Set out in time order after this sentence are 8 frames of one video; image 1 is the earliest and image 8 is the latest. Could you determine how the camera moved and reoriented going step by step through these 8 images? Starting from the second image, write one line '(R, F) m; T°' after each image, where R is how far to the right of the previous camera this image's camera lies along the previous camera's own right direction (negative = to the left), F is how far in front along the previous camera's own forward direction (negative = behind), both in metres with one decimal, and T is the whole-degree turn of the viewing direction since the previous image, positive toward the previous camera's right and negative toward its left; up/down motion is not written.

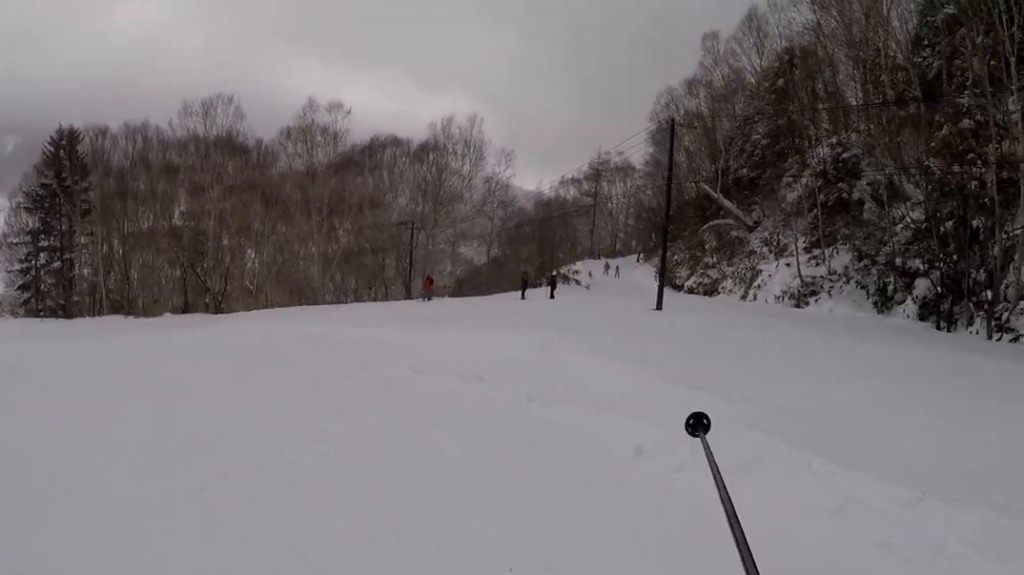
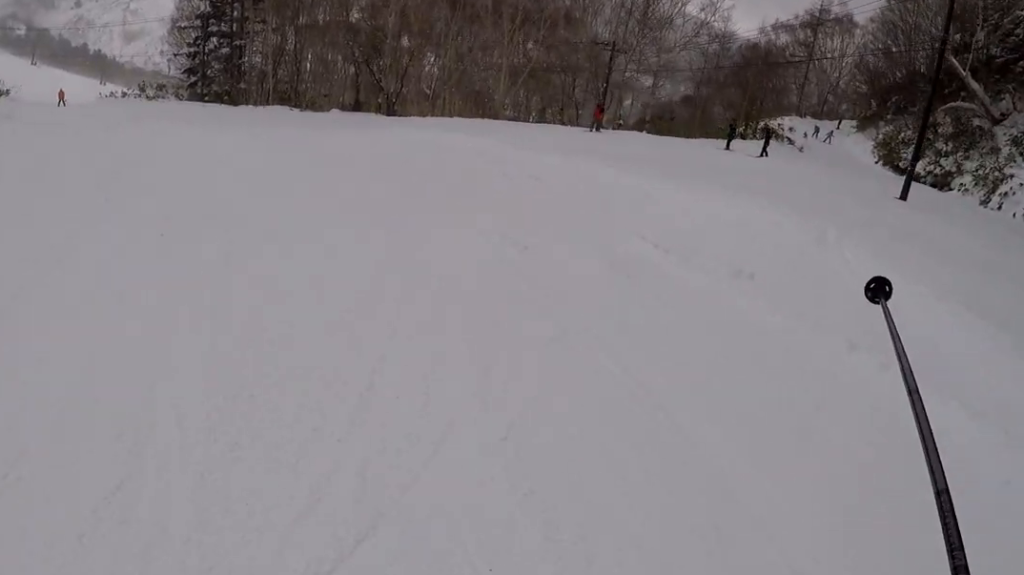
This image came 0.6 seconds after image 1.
(-0.1, +3.5) m; -12°
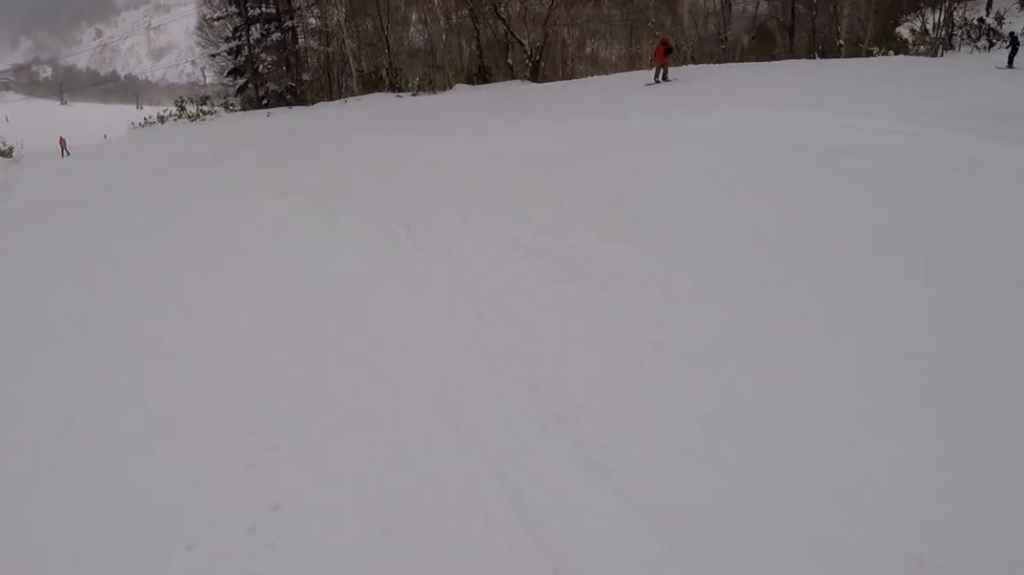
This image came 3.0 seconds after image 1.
(-1.5, +14.4) m; 0°
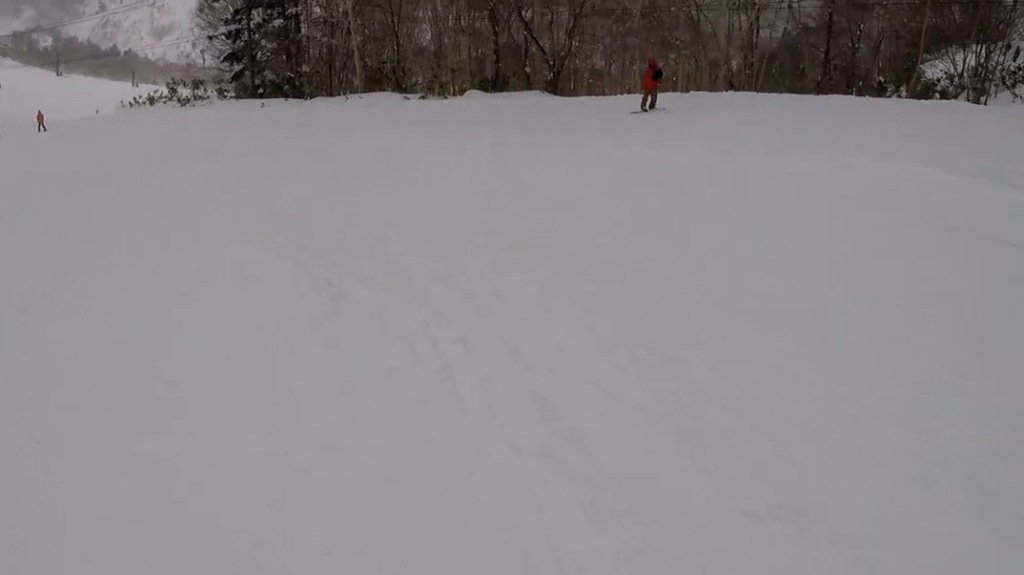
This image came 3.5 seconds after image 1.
(+0.5, +3.1) m; -1°
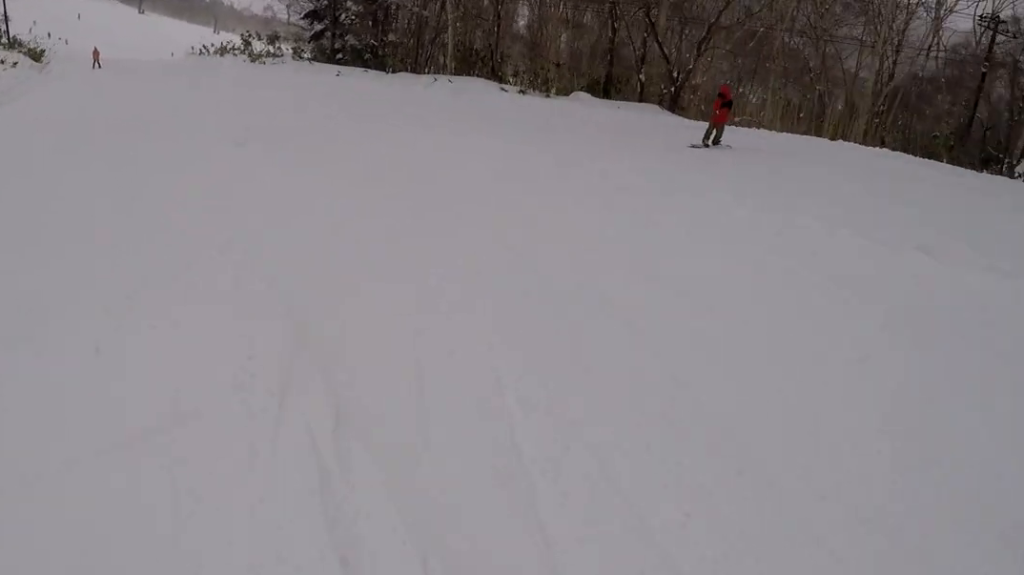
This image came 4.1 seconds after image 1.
(-0.3, +3.8) m; -6°
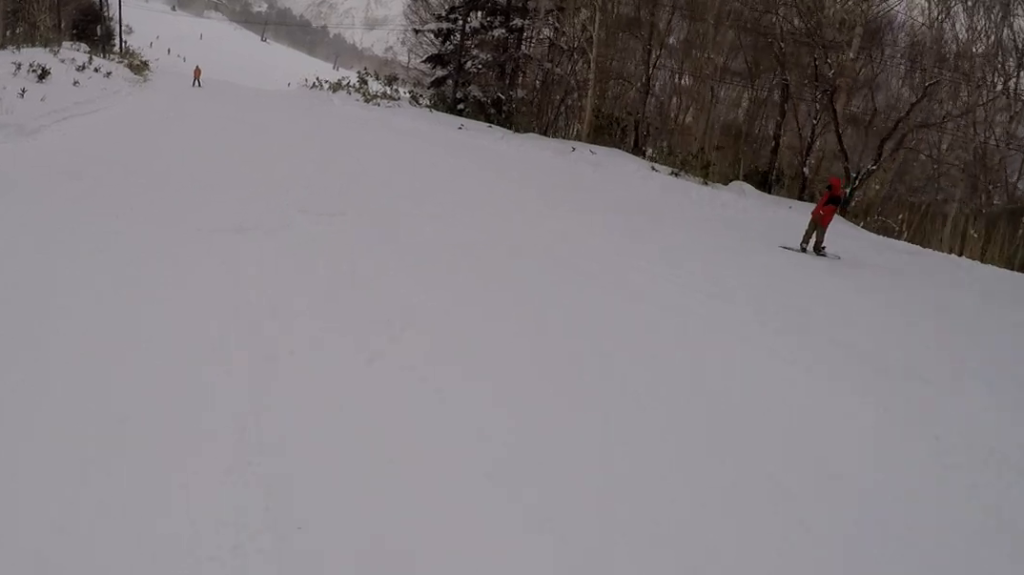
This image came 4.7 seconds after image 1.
(-0.3, +4.1) m; -9°
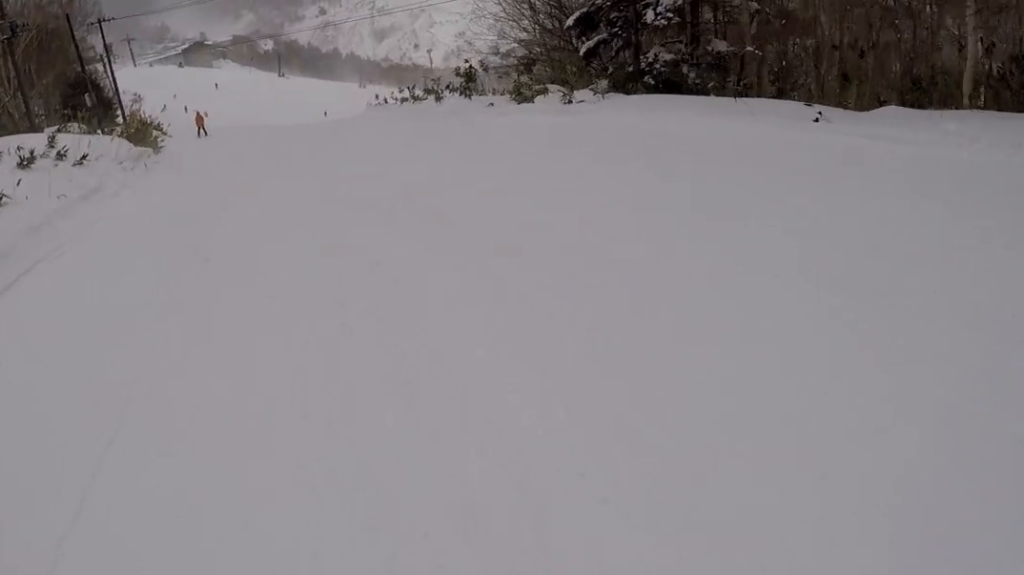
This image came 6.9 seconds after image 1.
(-2.1, +14.9) m; +1°
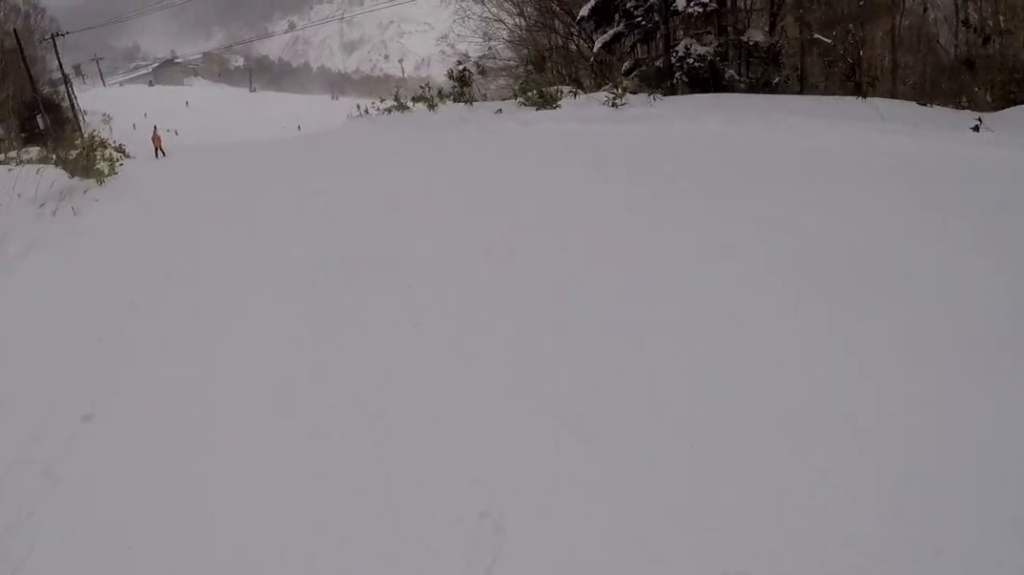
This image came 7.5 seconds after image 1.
(+0.9, +4.3) m; +6°
